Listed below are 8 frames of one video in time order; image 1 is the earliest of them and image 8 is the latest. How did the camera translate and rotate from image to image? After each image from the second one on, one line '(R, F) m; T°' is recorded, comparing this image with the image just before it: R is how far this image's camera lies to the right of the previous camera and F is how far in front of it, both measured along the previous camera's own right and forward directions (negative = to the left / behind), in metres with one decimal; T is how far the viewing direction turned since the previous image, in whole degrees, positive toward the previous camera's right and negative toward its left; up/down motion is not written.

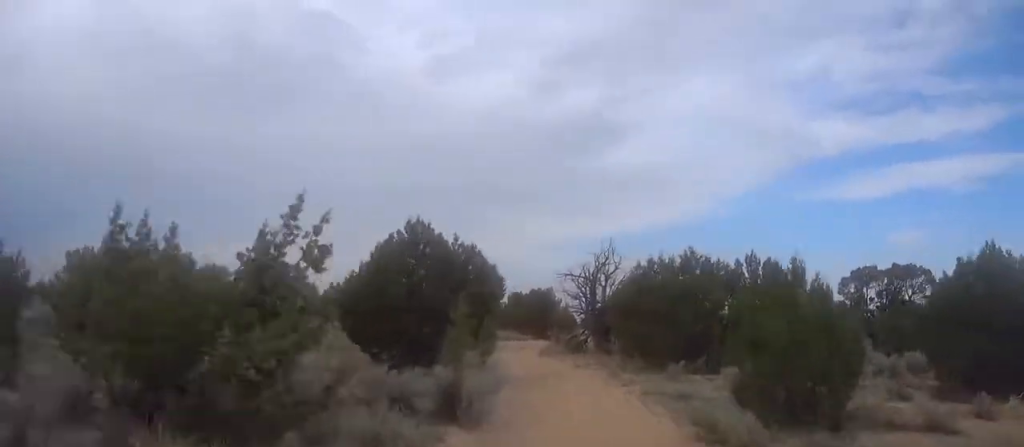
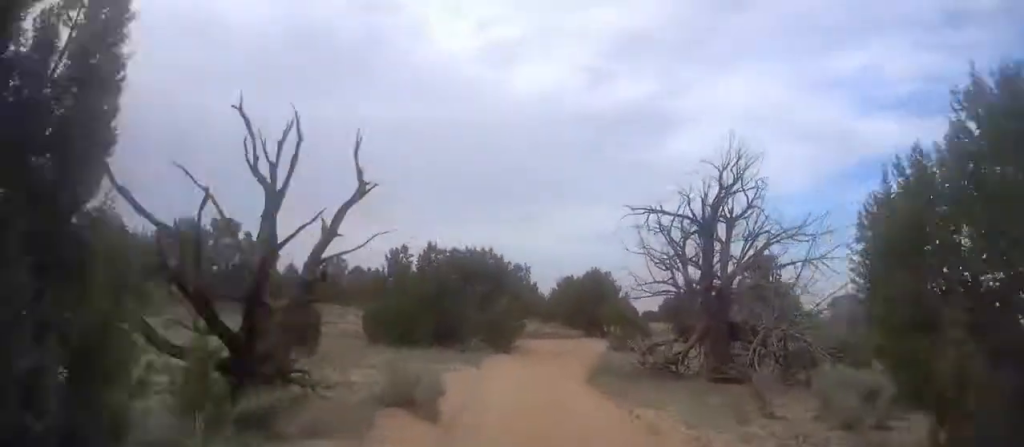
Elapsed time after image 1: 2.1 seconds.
(-0.1, +20.5) m; -2°
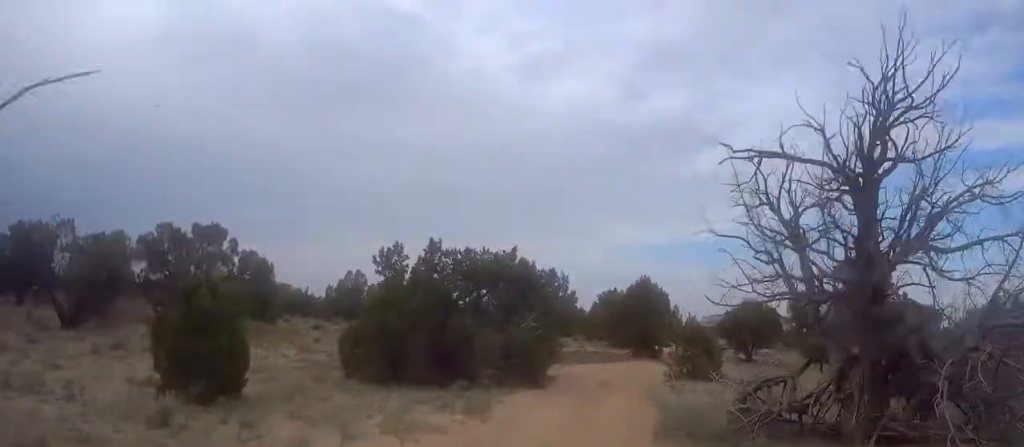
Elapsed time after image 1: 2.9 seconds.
(-0.2, +7.1) m; -1°
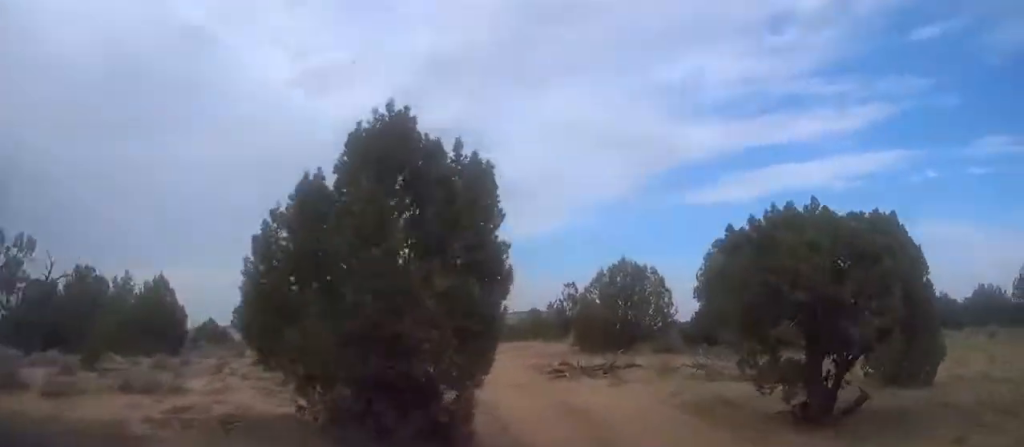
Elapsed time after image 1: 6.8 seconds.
(+0.5, +31.7) m; +5°
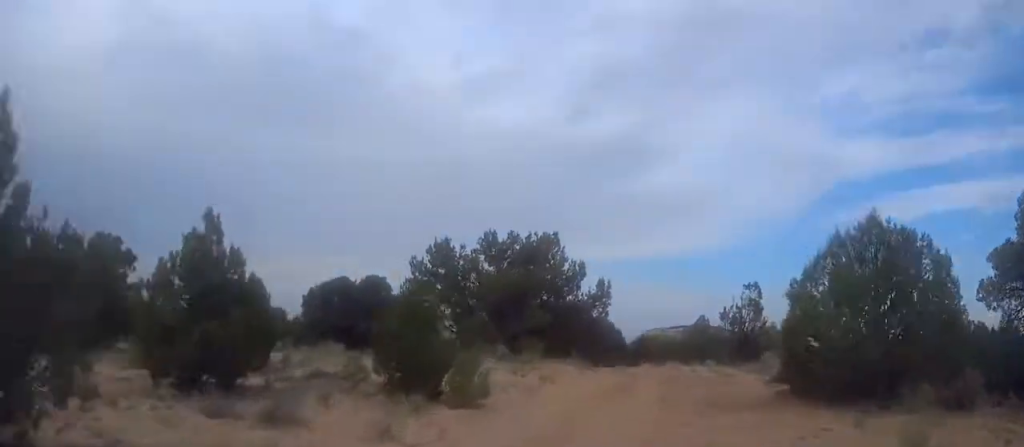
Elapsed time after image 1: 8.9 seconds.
(+0.6, +15.5) m; +2°
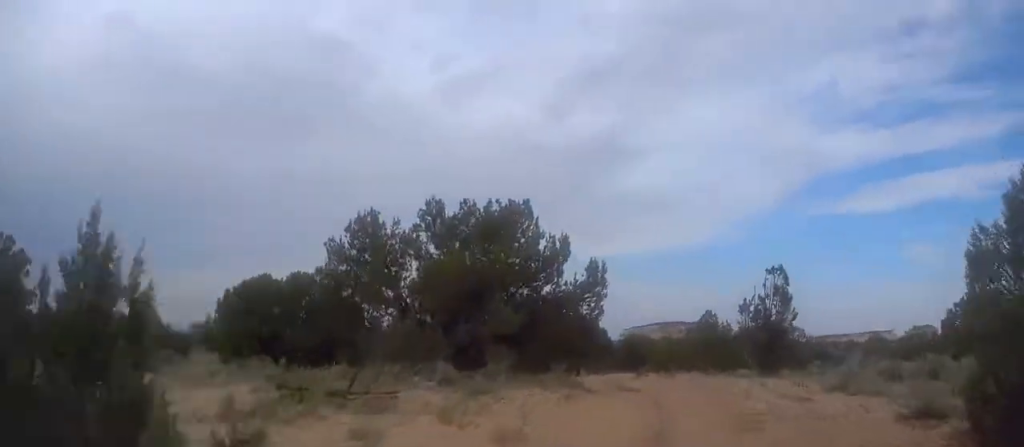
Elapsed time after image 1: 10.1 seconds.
(0.0, +8.5) m; 0°
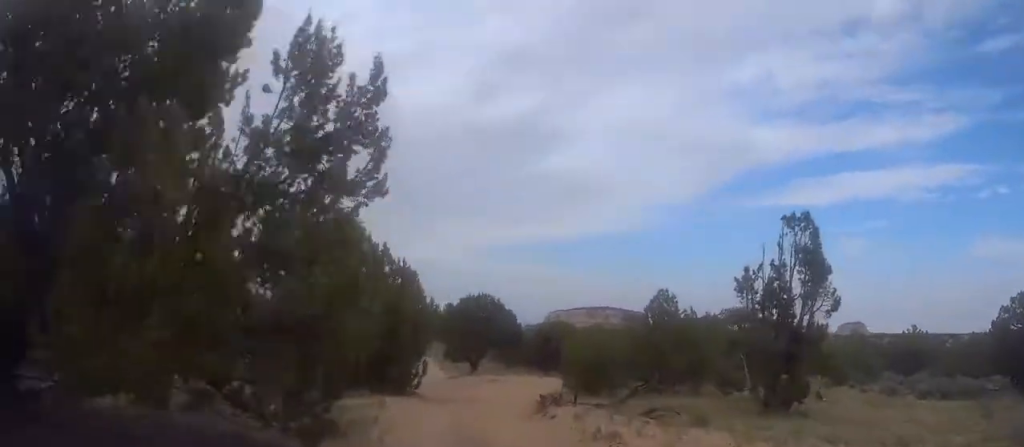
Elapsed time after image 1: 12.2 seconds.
(0.0, +14.4) m; 0°
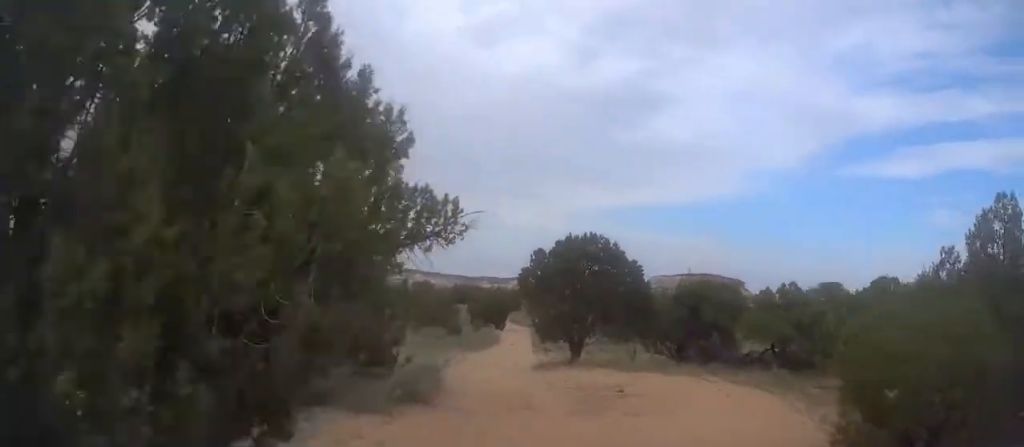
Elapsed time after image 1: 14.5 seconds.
(-0.2, +16.2) m; -4°
